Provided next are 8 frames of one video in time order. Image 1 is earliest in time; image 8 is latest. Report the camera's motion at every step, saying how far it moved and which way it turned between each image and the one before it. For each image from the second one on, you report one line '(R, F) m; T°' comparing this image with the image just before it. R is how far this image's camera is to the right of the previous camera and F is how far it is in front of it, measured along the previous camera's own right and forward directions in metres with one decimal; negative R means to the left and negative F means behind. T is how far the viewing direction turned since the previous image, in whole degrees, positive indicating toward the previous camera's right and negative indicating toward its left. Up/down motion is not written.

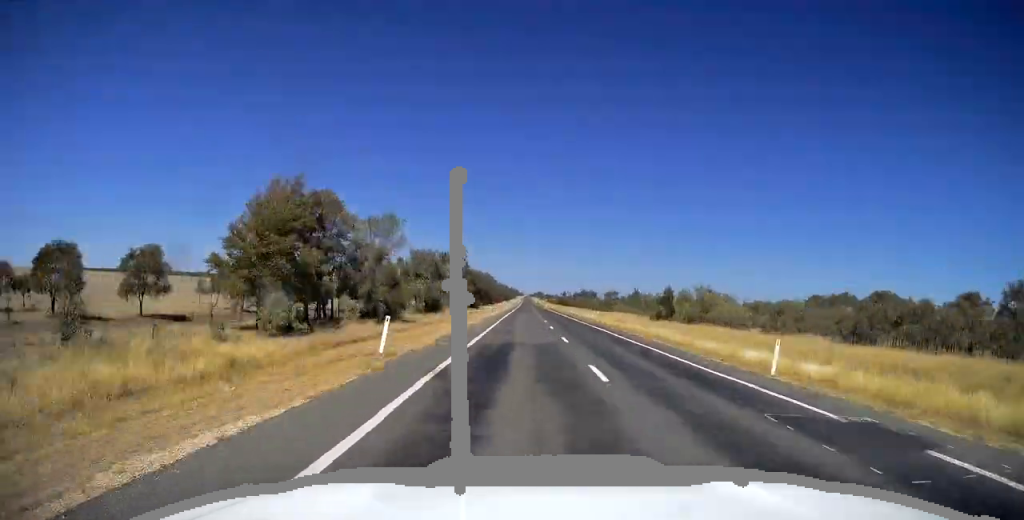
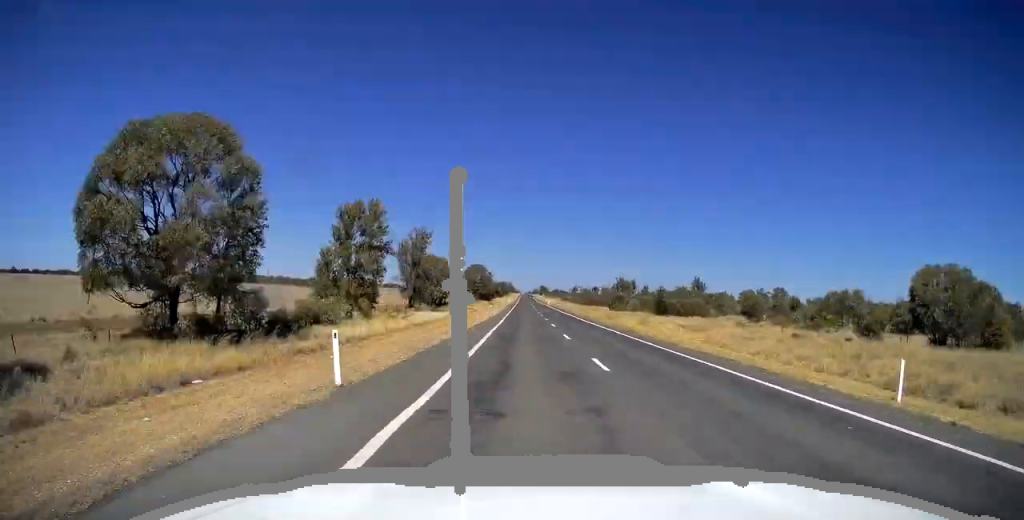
(+0.5, +197.1) m; 0°
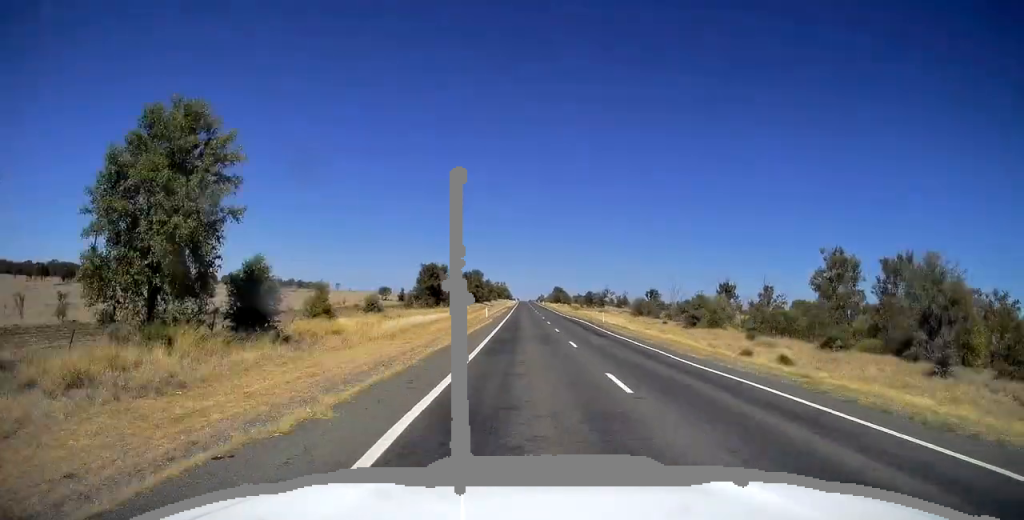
(-0.1, +214.9) m; 0°
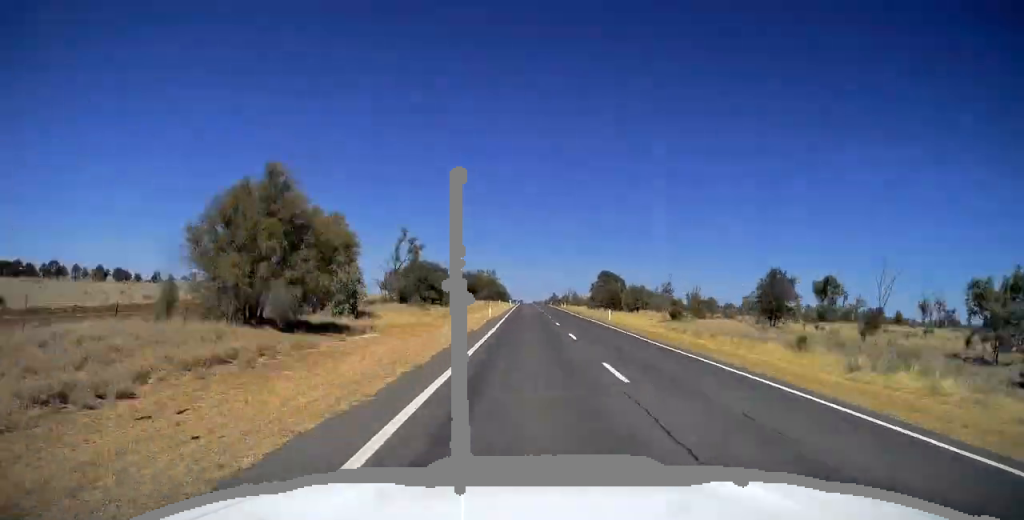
(-0.5, +152.3) m; 0°
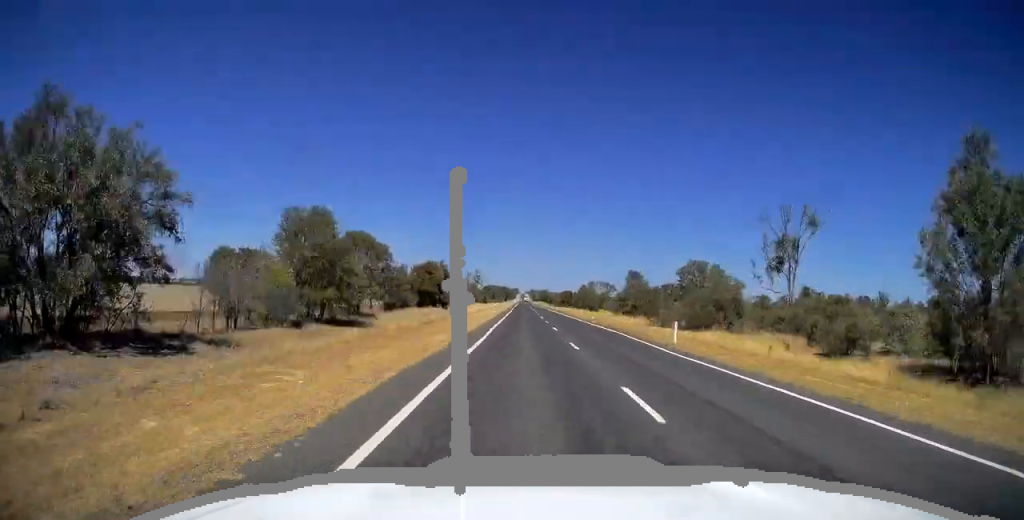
(+0.4, +322.7) m; 0°
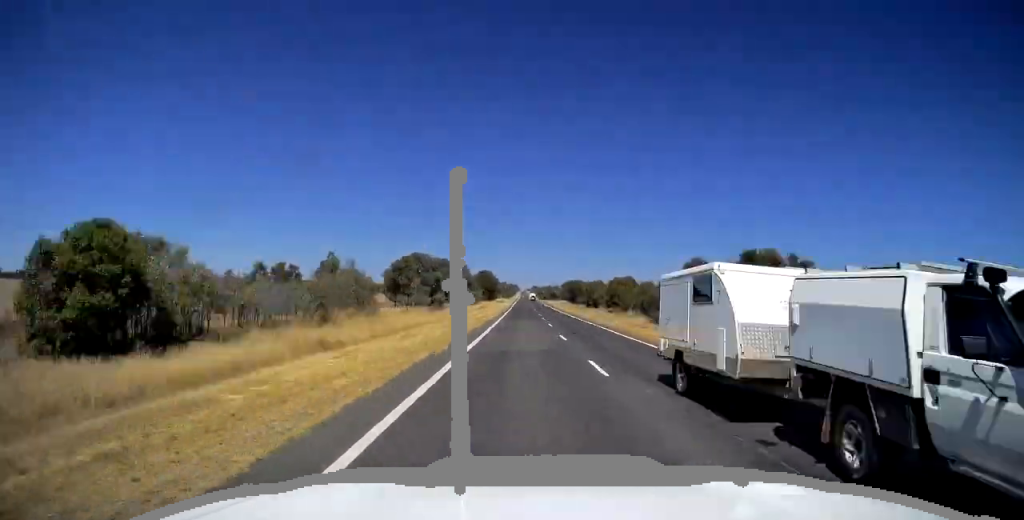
(+0.4, +179.1) m; 0°
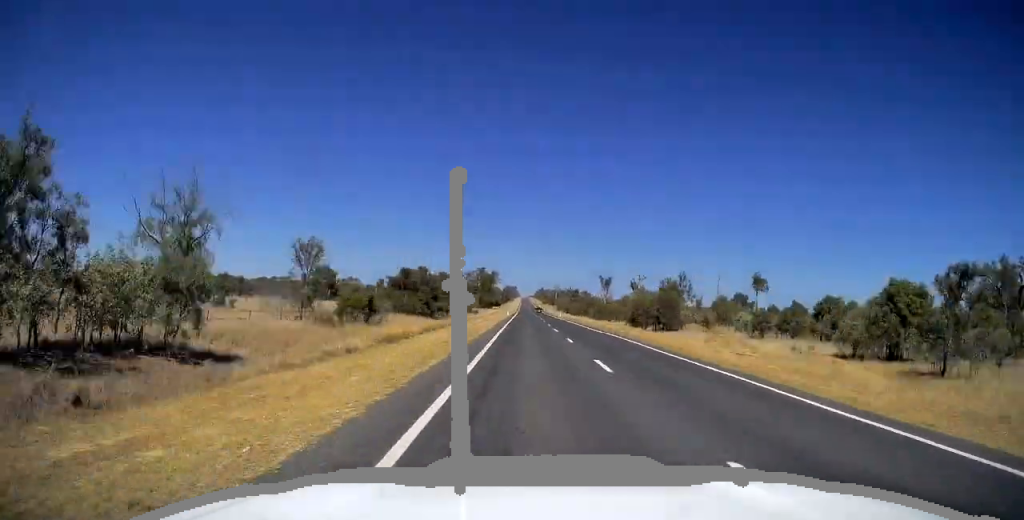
(-1.0, +330.8) m; 0°
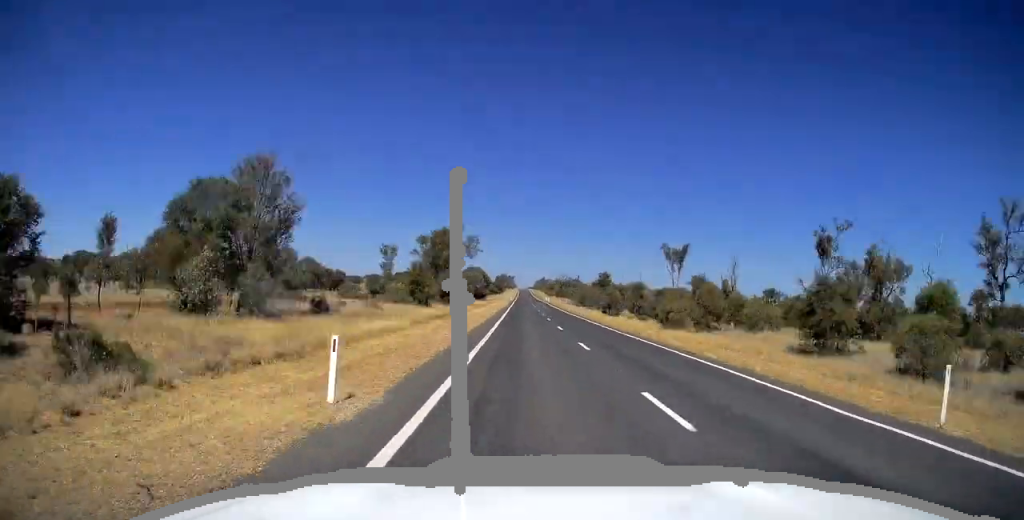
(-0.3, +98.3) m; 0°
